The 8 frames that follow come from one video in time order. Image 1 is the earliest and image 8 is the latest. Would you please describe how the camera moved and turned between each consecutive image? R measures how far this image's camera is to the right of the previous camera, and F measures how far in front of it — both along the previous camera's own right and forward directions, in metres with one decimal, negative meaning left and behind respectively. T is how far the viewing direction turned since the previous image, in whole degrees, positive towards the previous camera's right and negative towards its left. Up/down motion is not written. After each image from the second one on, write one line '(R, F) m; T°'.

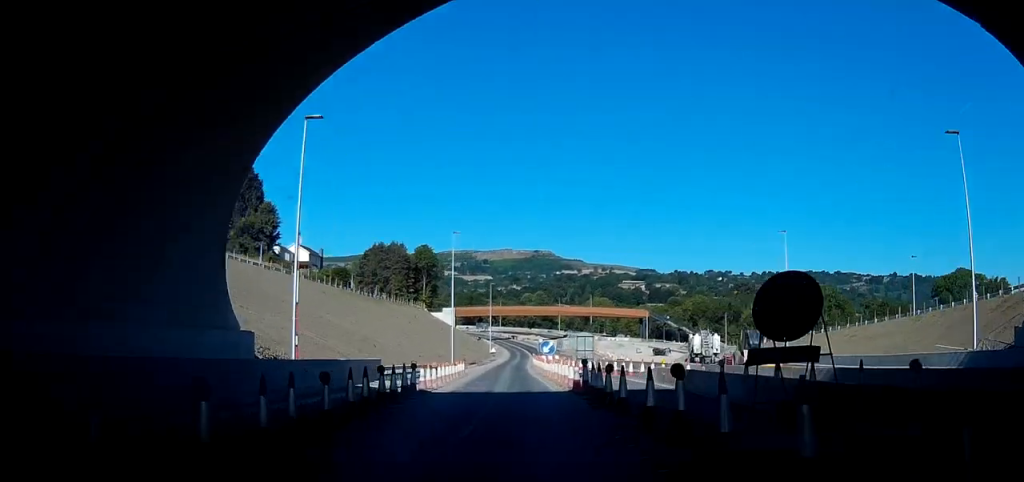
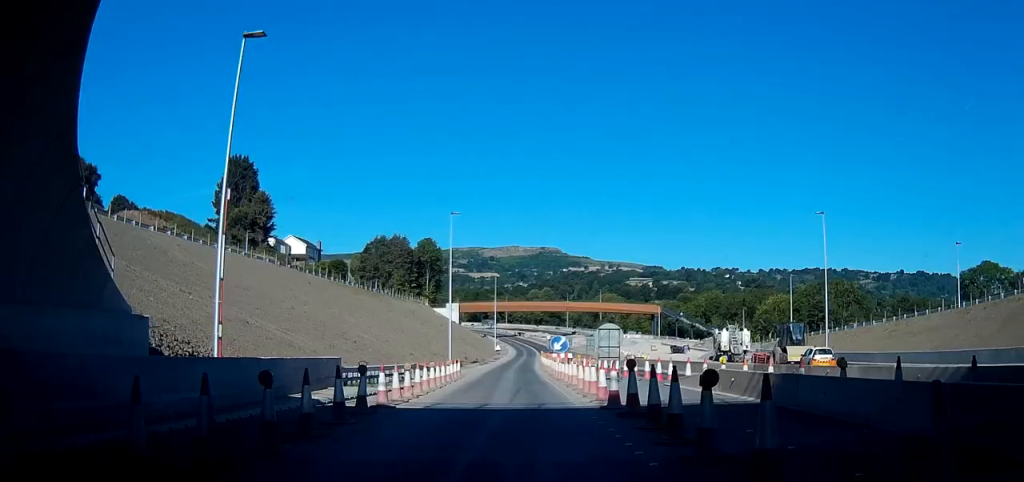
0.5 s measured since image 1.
(0.0, +8.0) m; 0°
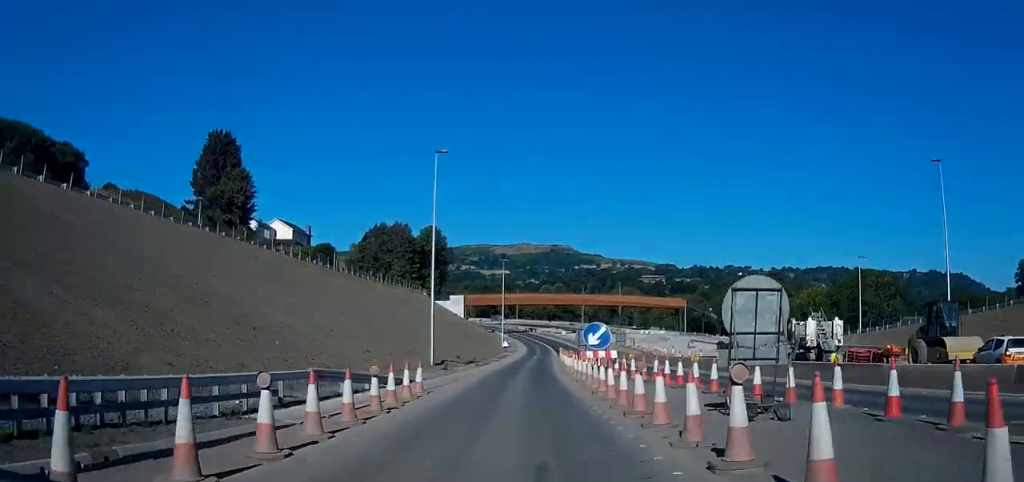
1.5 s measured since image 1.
(0.0, +18.4) m; 0°
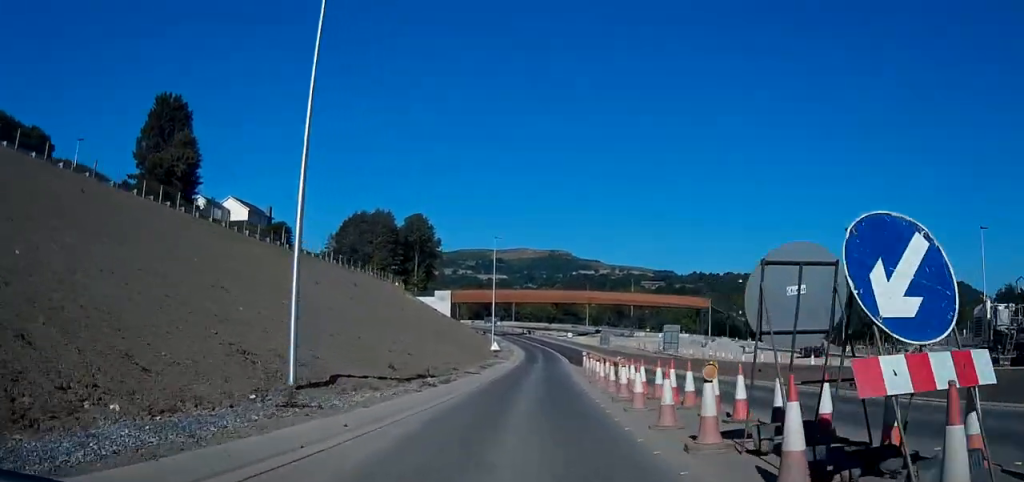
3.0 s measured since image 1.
(0.0, +25.6) m; 0°
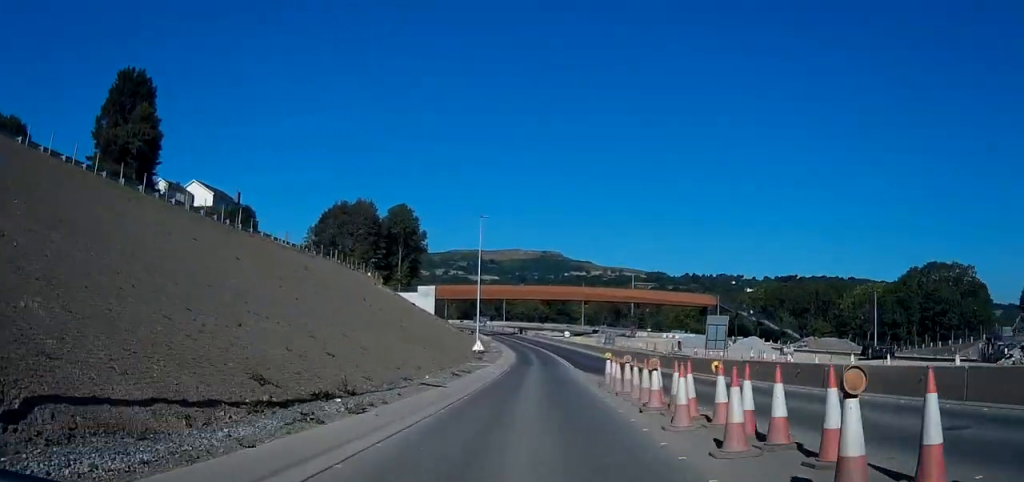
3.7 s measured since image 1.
(-0.1, +12.8) m; 0°
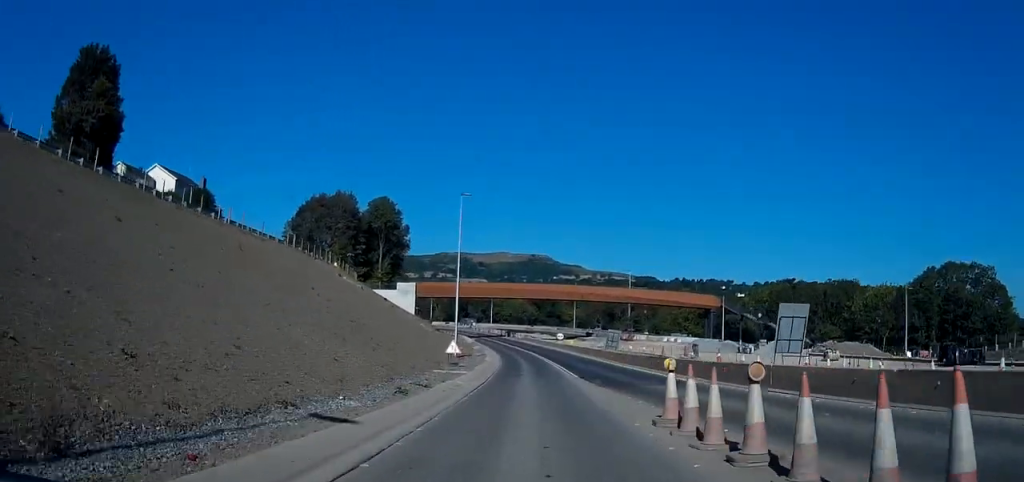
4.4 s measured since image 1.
(0.0, +11.1) m; 0°
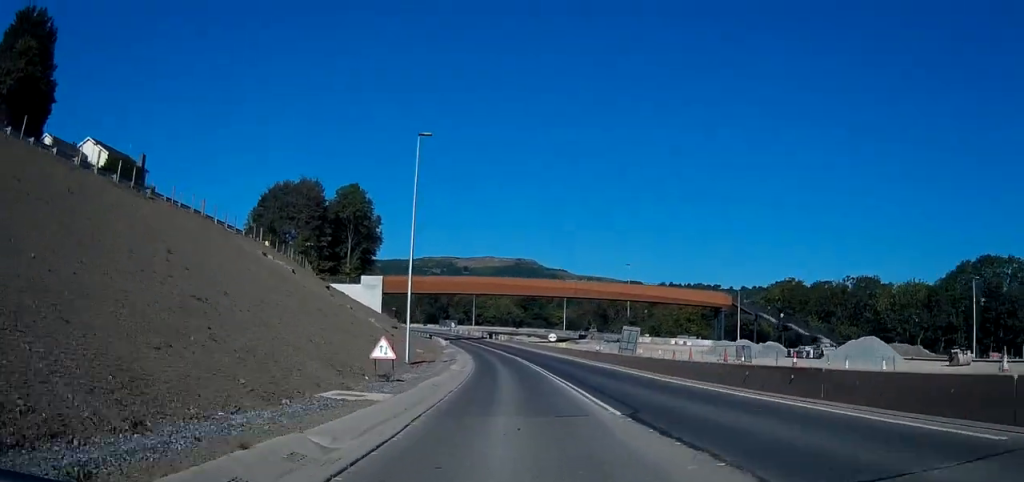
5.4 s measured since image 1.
(0.0, +17.4) m; +1°
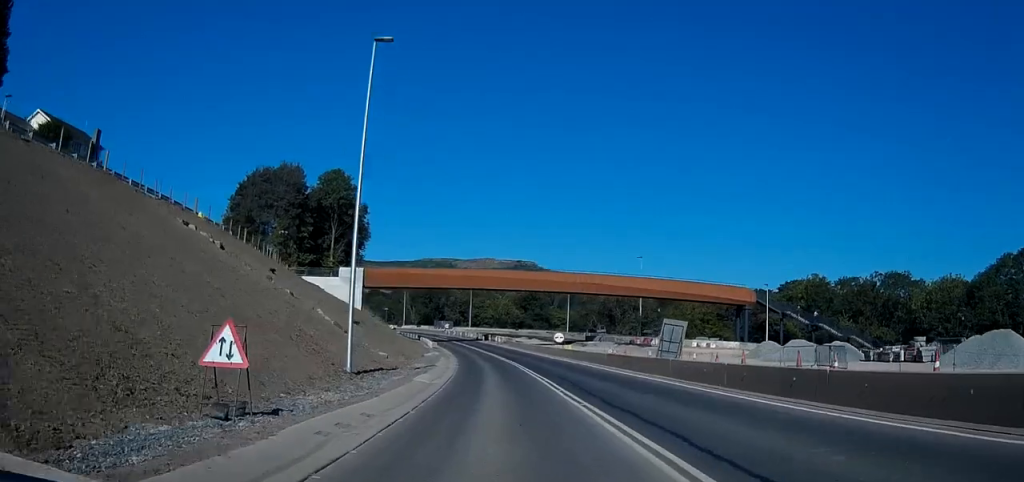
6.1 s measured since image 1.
(+0.2, +13.2) m; +1°
